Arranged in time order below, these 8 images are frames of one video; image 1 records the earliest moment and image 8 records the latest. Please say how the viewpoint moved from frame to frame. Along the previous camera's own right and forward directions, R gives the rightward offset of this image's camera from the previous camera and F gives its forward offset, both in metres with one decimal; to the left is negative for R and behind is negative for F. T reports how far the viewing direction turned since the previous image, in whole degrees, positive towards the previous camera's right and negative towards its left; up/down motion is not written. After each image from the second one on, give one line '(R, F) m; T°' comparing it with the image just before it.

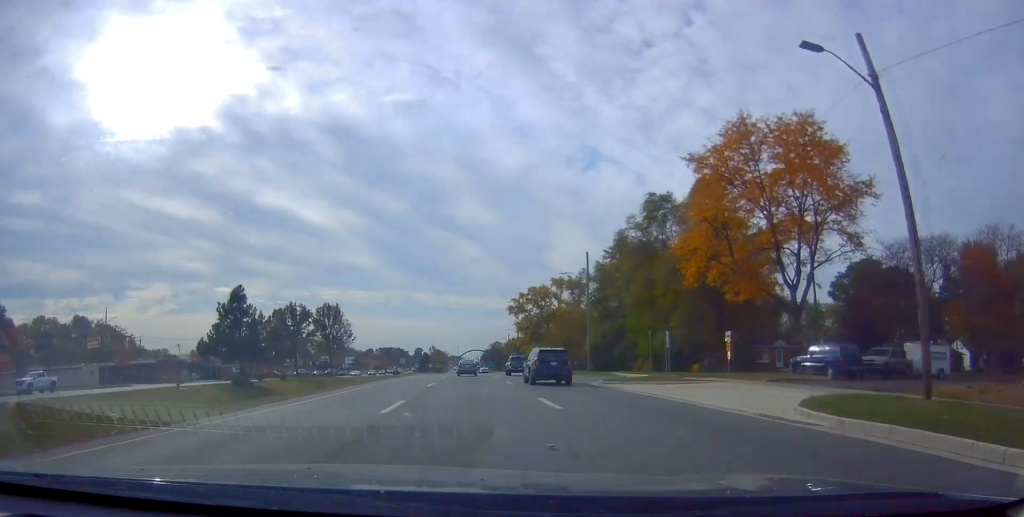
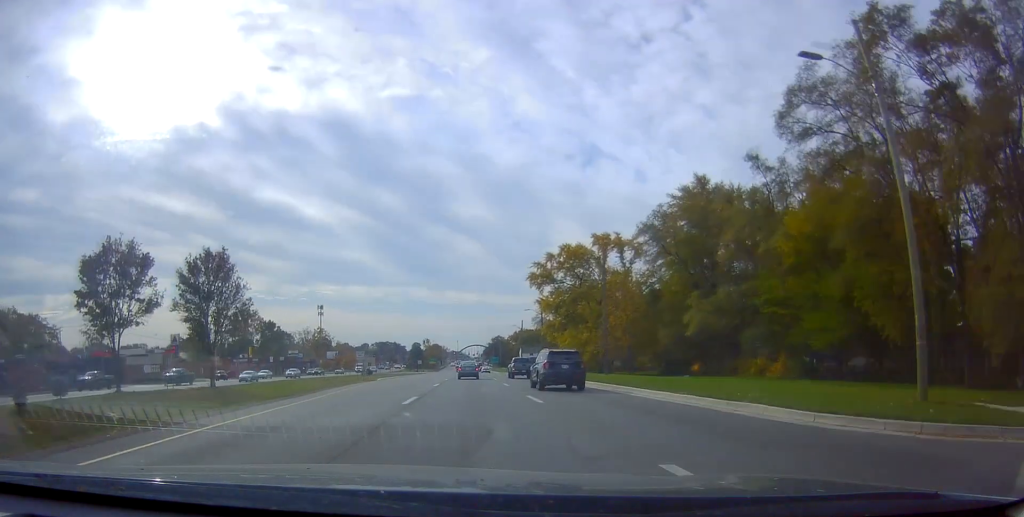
(+0.4, +40.6) m; +1°
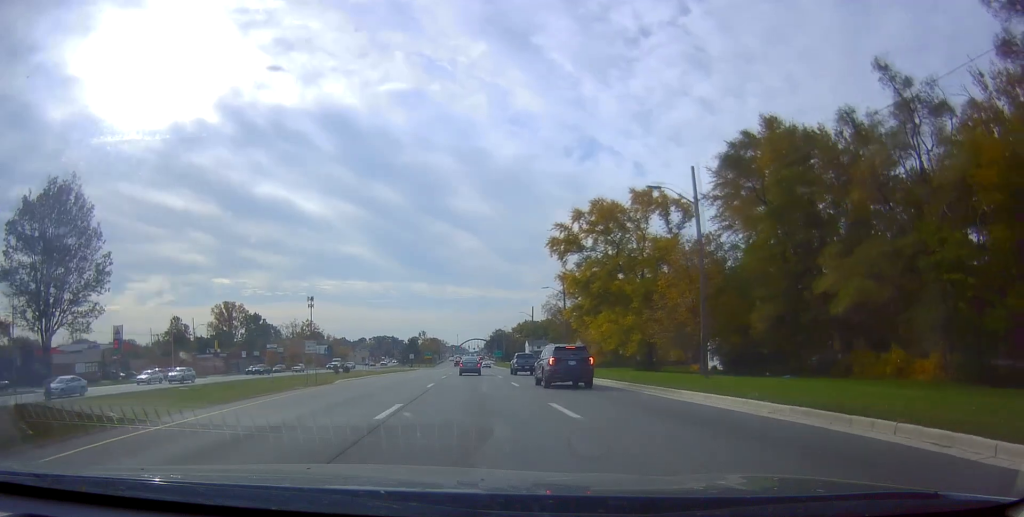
(-0.1, +19.8) m; -1°
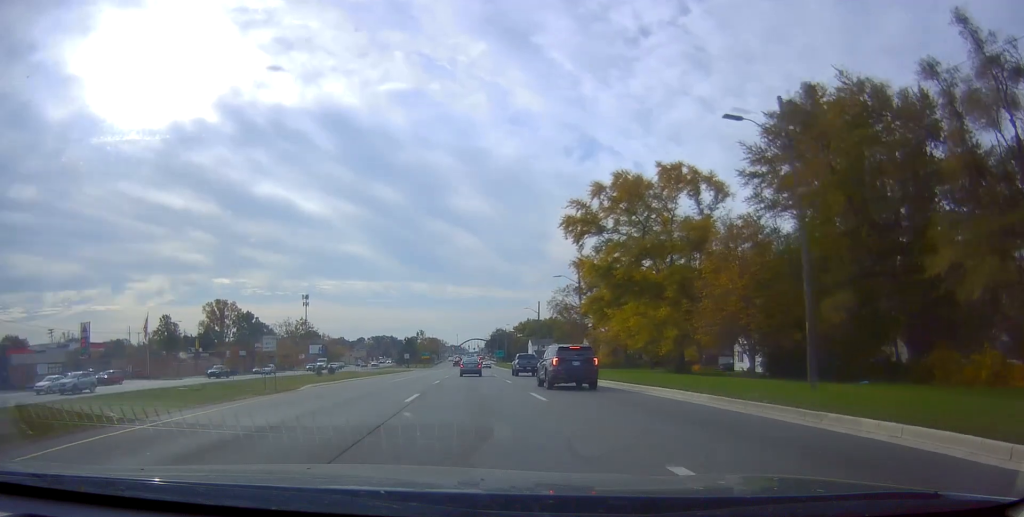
(+0.3, +9.1) m; -1°
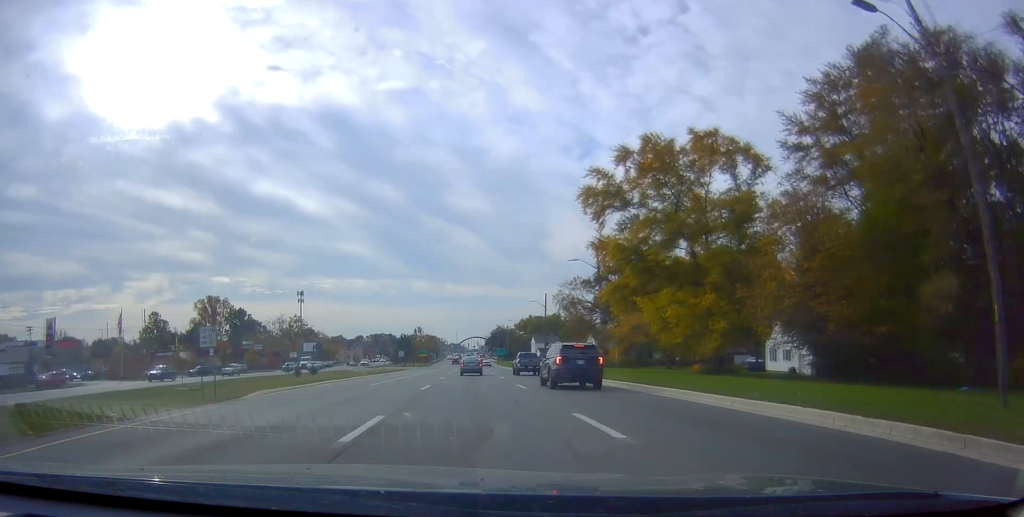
(-0.3, +8.5) m; 0°
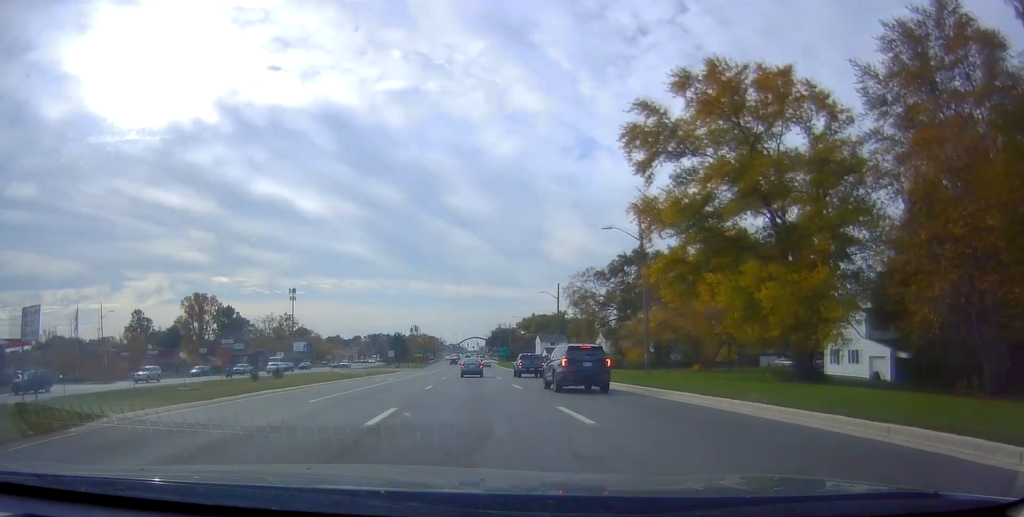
(-0.5, +12.4) m; 0°
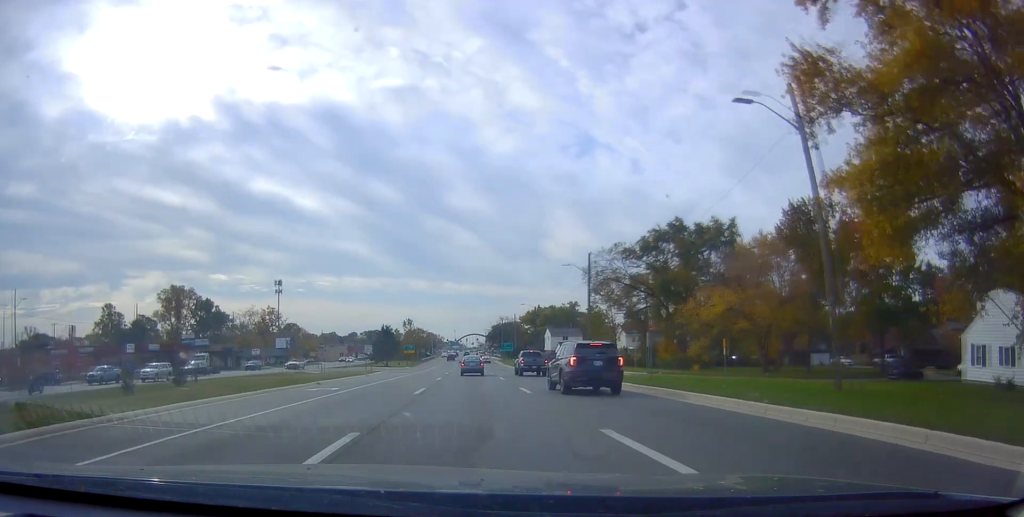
(+0.8, +19.5) m; 0°
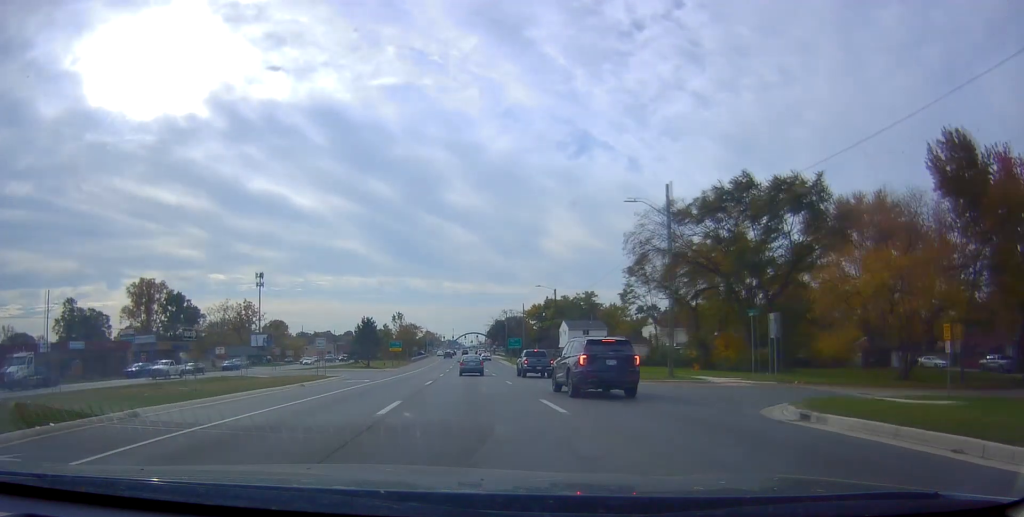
(-0.6, +22.5) m; 0°
